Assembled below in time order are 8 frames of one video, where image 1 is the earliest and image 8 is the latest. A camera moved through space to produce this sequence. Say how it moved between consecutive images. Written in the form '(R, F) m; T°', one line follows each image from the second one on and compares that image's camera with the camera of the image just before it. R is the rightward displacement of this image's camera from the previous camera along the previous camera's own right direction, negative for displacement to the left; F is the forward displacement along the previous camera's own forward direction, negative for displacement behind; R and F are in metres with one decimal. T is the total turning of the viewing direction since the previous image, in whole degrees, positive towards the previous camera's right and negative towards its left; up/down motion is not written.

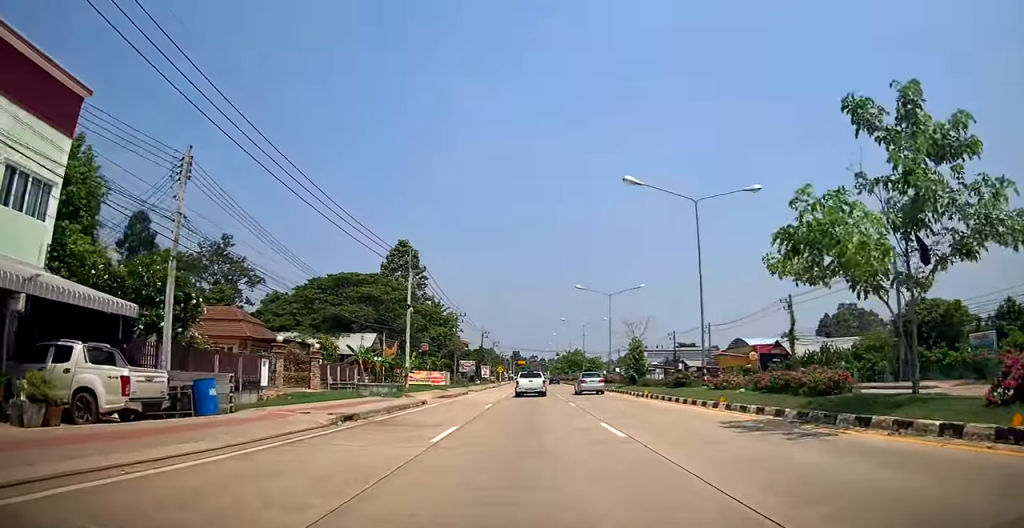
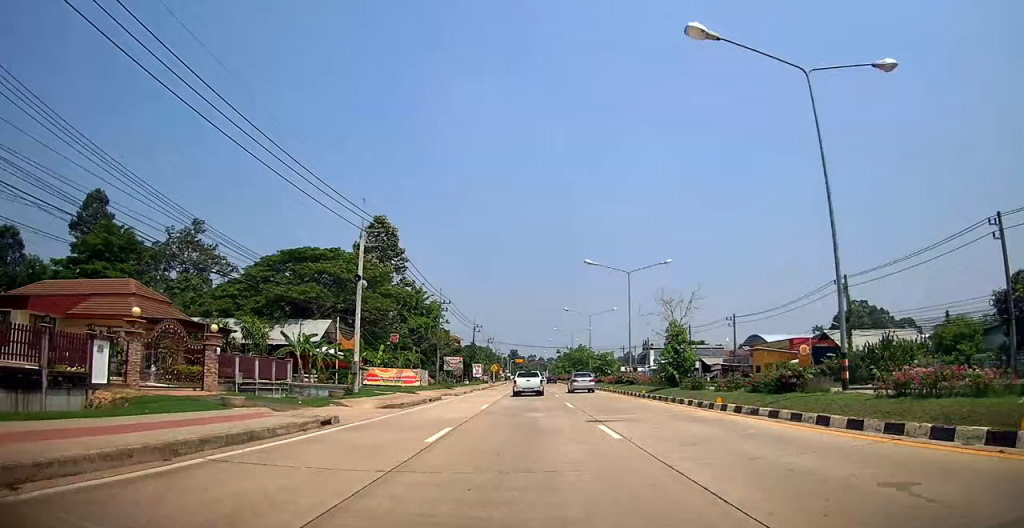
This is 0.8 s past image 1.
(-0.1, +12.1) m; +1°
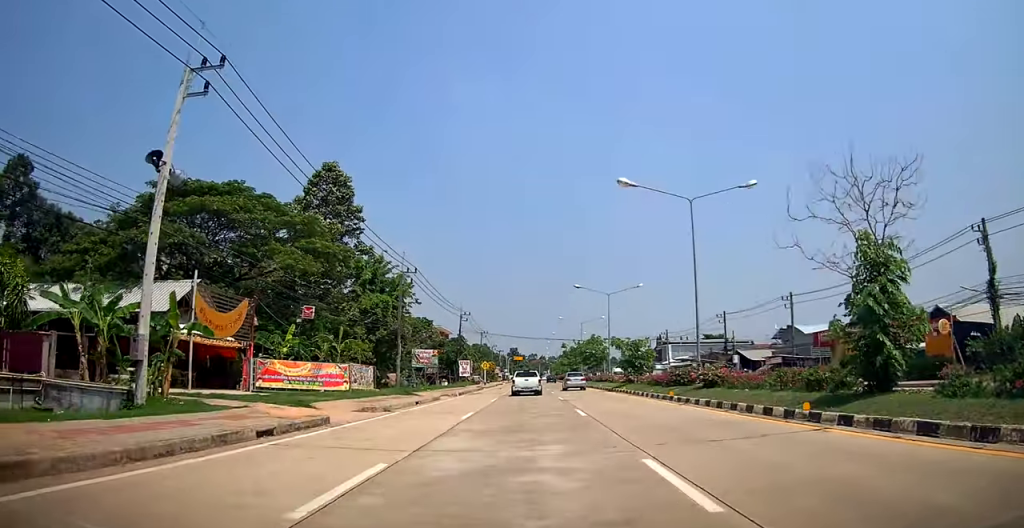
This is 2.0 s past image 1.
(+0.6, +18.0) m; +1°
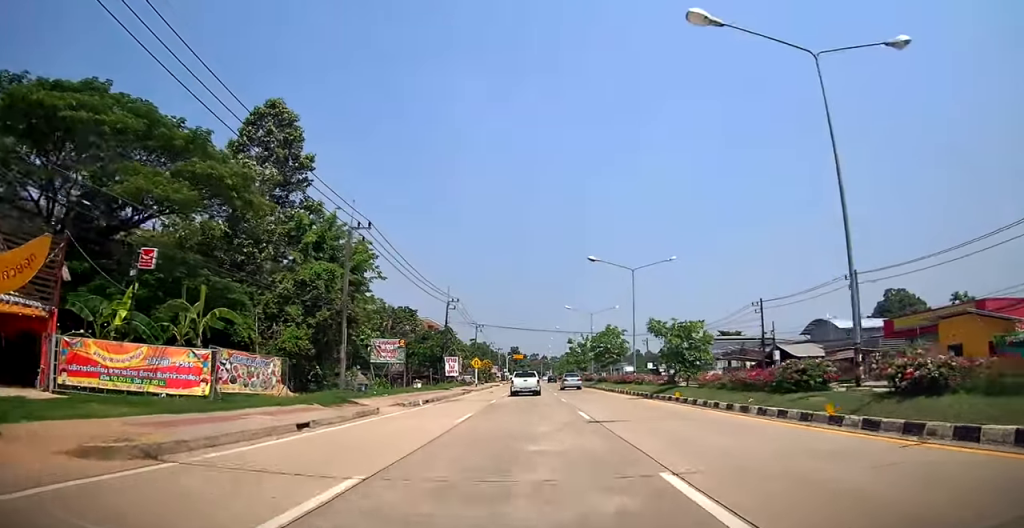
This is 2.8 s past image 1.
(-0.3, +13.0) m; -1°
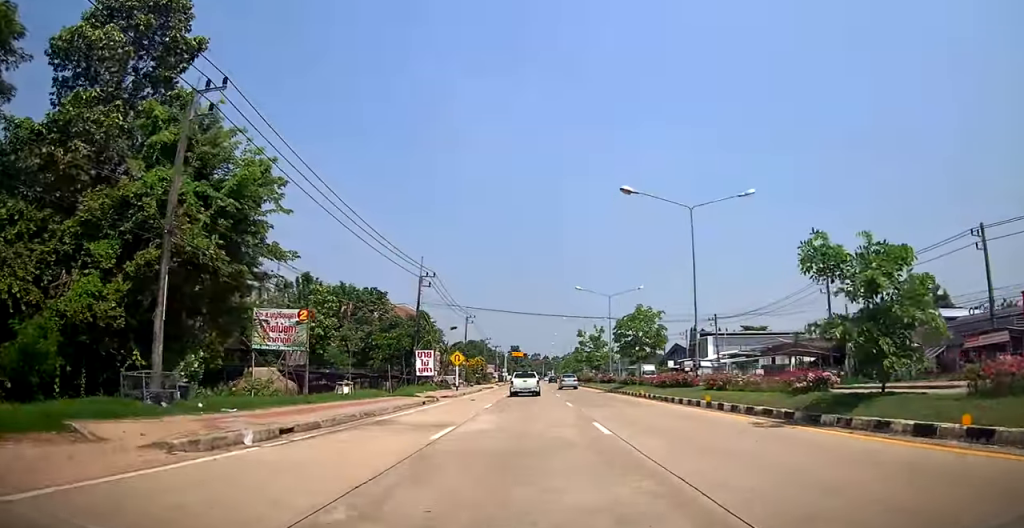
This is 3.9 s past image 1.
(-0.1, +15.8) m; +1°
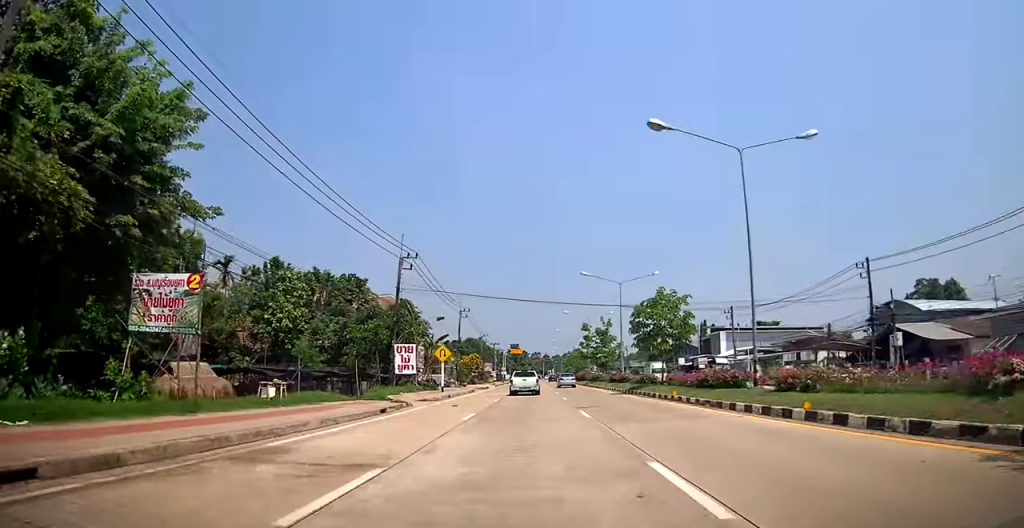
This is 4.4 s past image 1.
(0.0, +7.2) m; 0°
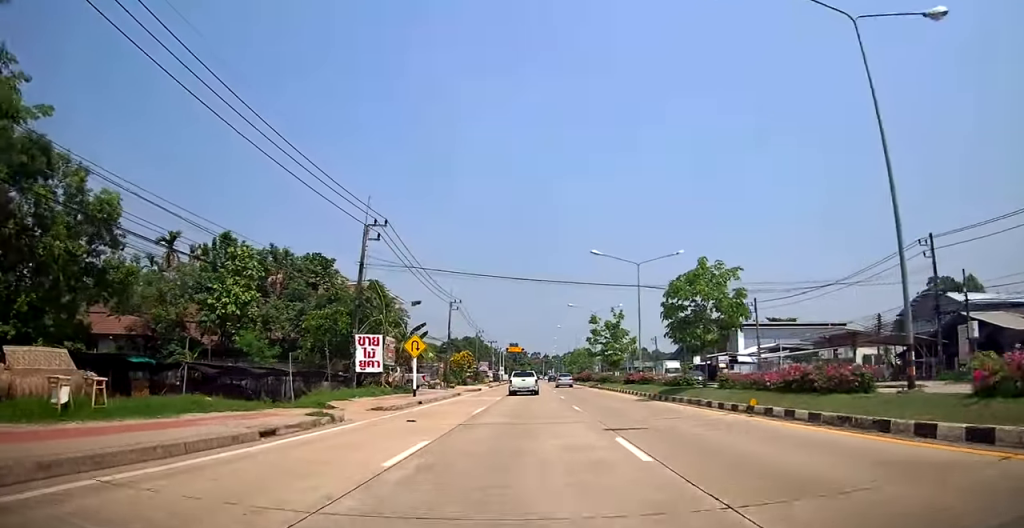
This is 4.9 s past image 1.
(+0.2, +8.3) m; 0°
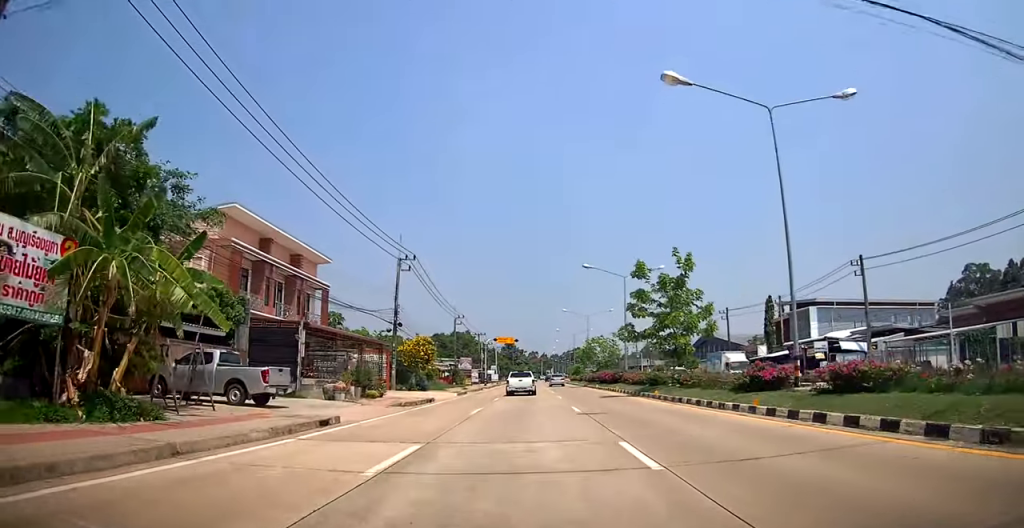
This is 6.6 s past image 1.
(-0.5, +24.5) m; -1°
